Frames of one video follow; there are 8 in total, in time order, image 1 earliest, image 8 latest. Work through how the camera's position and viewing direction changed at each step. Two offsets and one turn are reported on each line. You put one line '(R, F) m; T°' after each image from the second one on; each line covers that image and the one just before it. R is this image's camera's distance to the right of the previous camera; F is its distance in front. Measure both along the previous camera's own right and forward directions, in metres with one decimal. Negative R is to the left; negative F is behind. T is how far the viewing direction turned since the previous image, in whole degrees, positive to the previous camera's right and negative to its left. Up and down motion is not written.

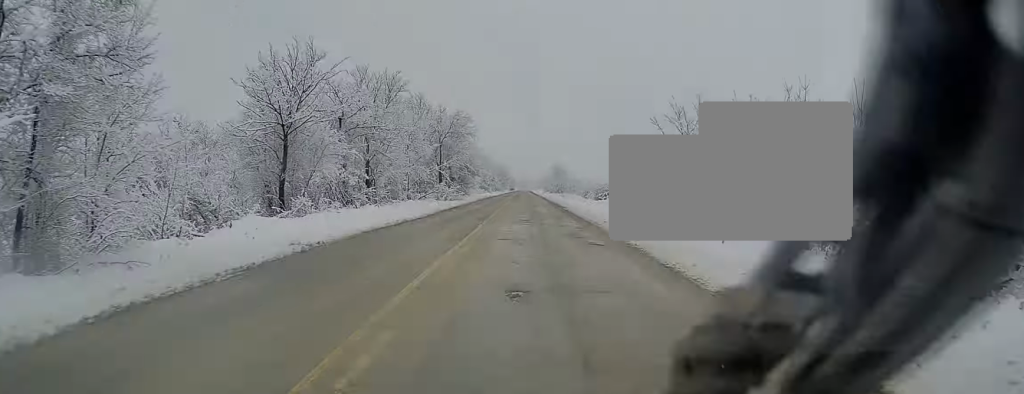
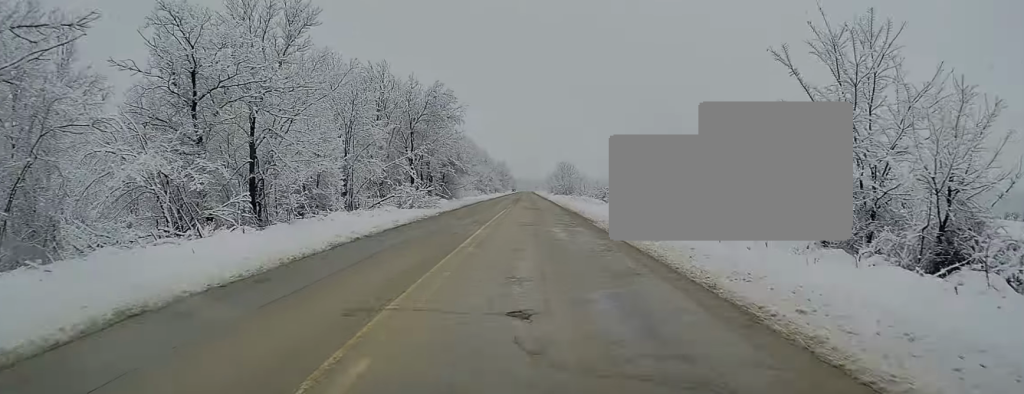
(+0.2, +18.4) m; 0°
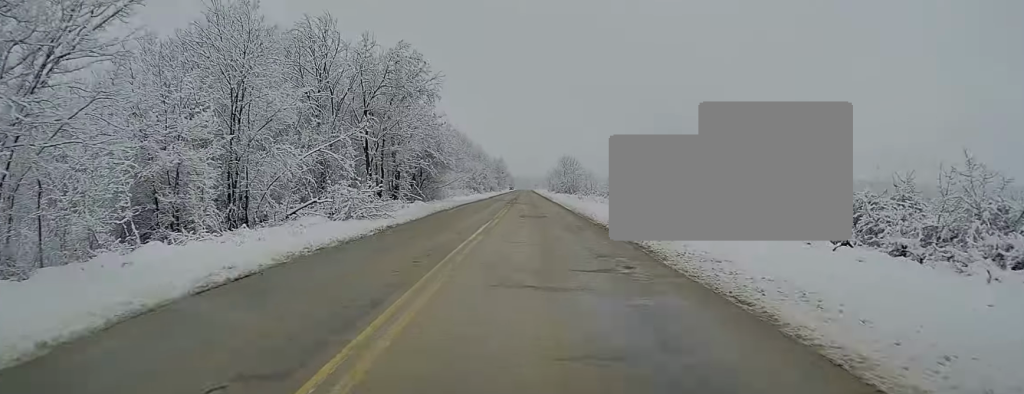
(-0.2, +13.9) m; 0°
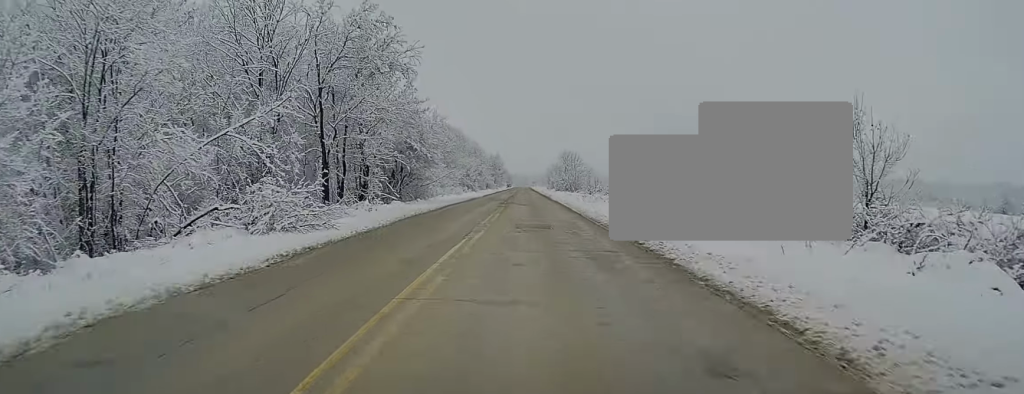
(+0.1, +8.1) m; 0°
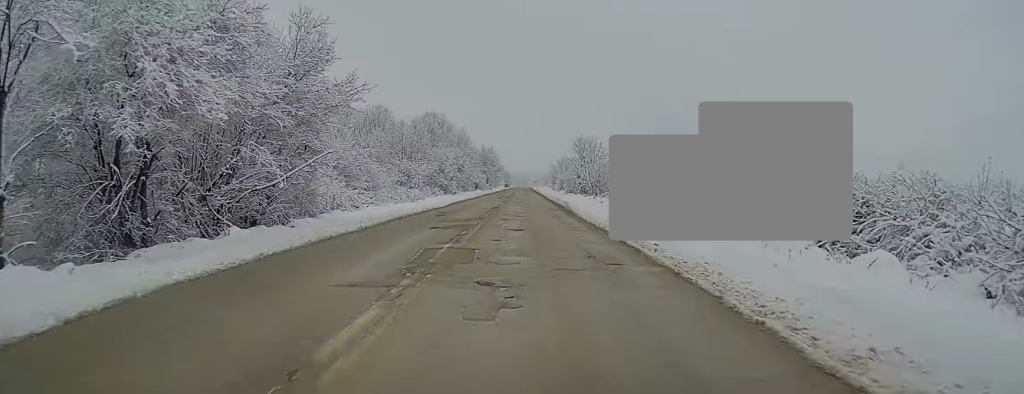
(+0.1, +34.5) m; -1°
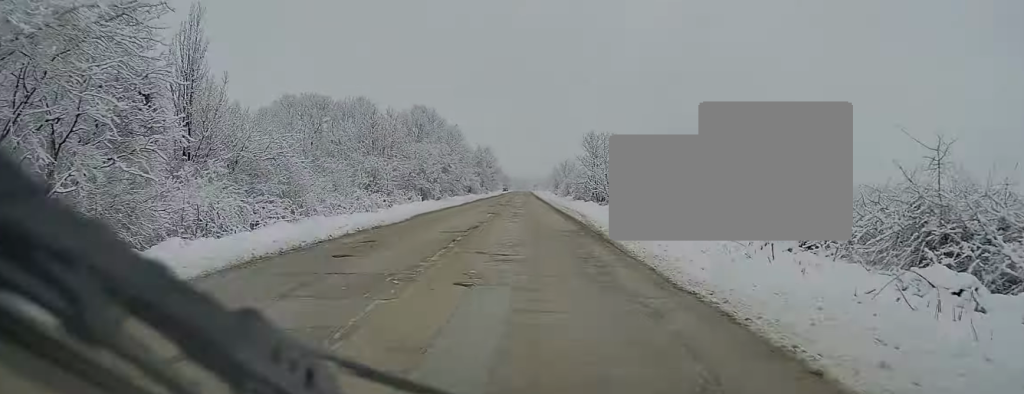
(-0.1, +14.8) m; 0°
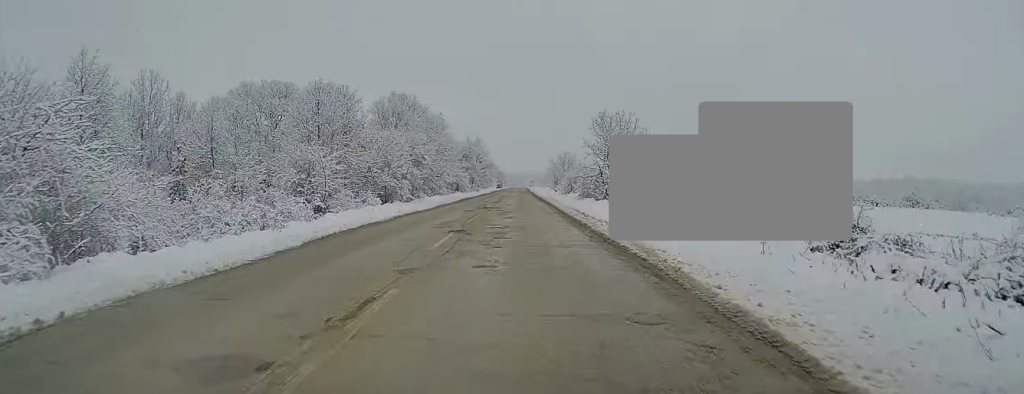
(-0.1, +14.6) m; 0°
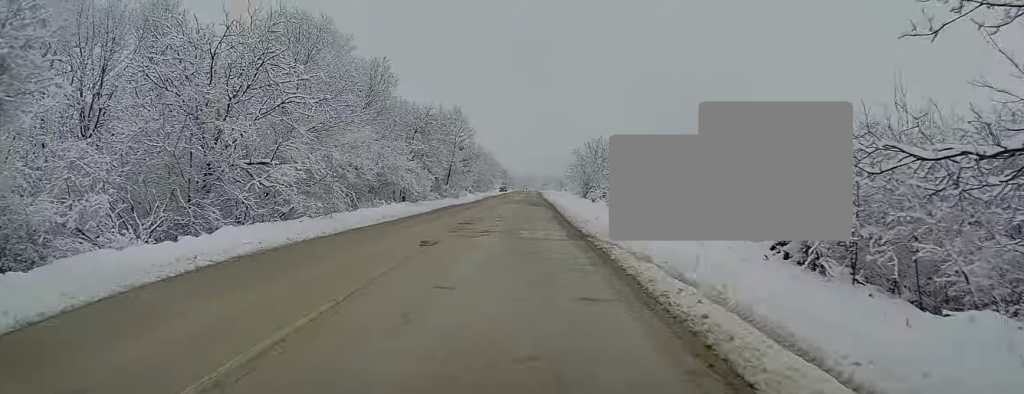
(+0.4, +49.2) m; +2°
